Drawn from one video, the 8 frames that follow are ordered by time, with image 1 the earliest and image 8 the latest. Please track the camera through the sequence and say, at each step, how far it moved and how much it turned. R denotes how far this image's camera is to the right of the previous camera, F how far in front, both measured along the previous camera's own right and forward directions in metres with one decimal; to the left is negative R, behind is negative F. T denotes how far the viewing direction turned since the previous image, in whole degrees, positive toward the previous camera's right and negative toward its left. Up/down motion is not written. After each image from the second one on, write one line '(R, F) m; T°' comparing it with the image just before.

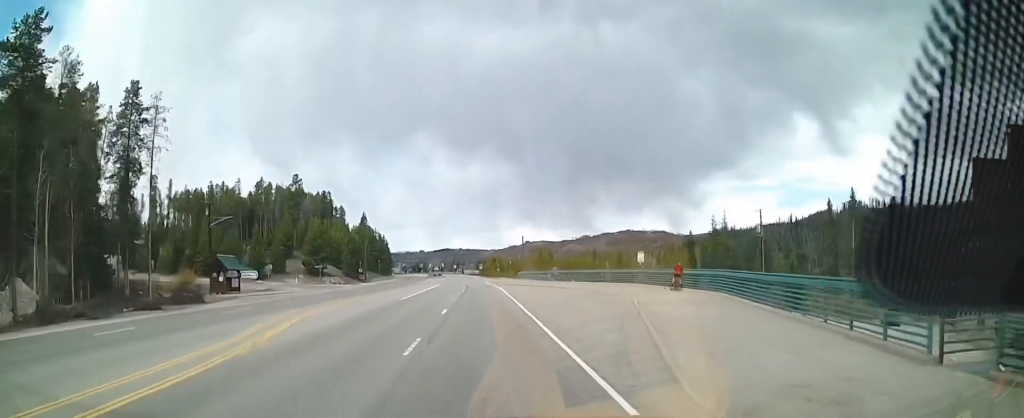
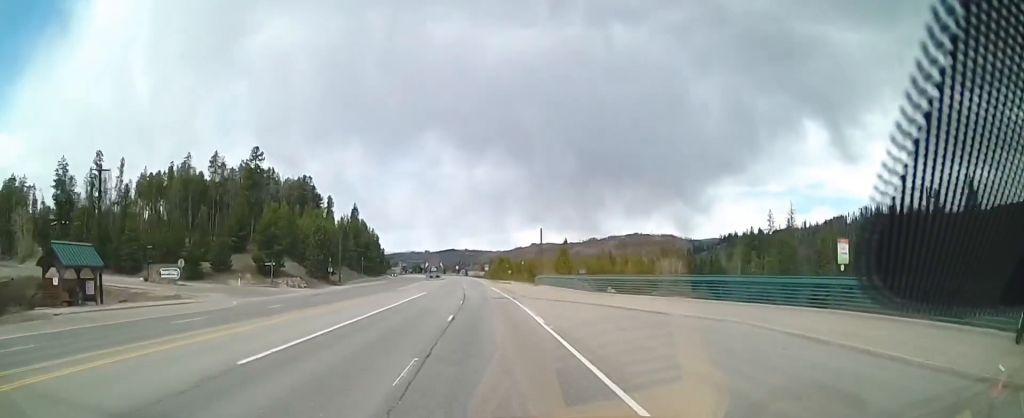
(+0.1, +26.5) m; -1°
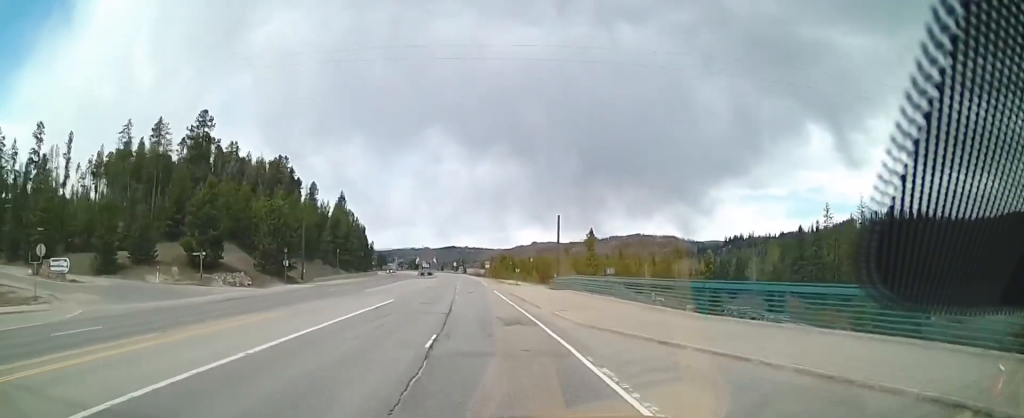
(-0.2, +20.7) m; -1°
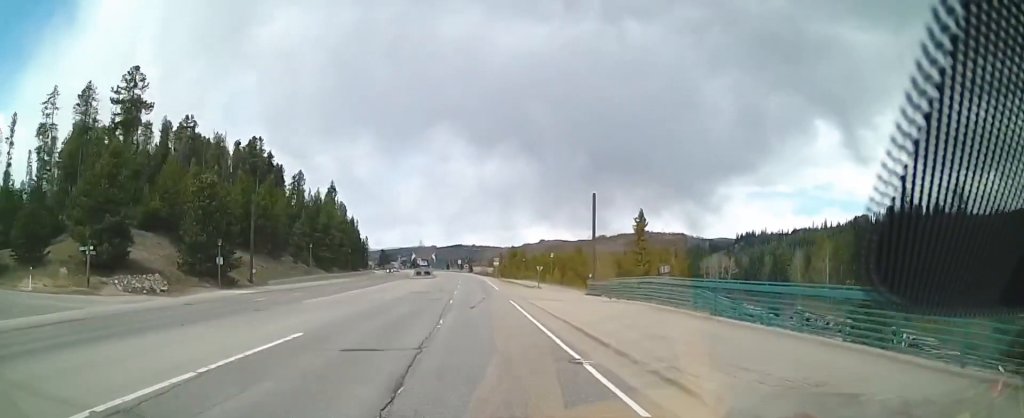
(0.0, +20.0) m; 0°
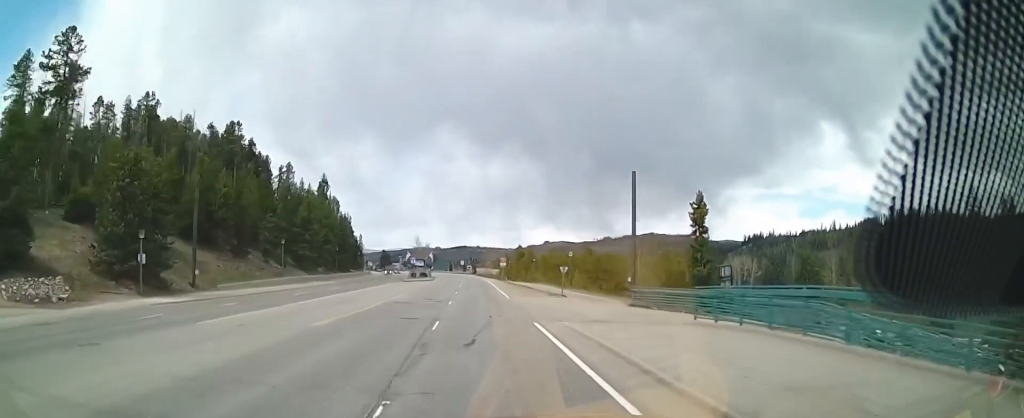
(0.0, +13.2) m; -1°
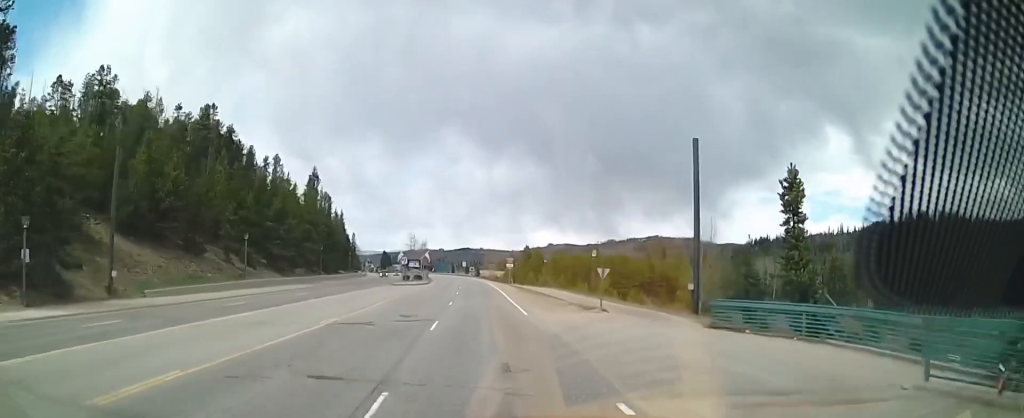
(0.0, +11.9) m; -1°
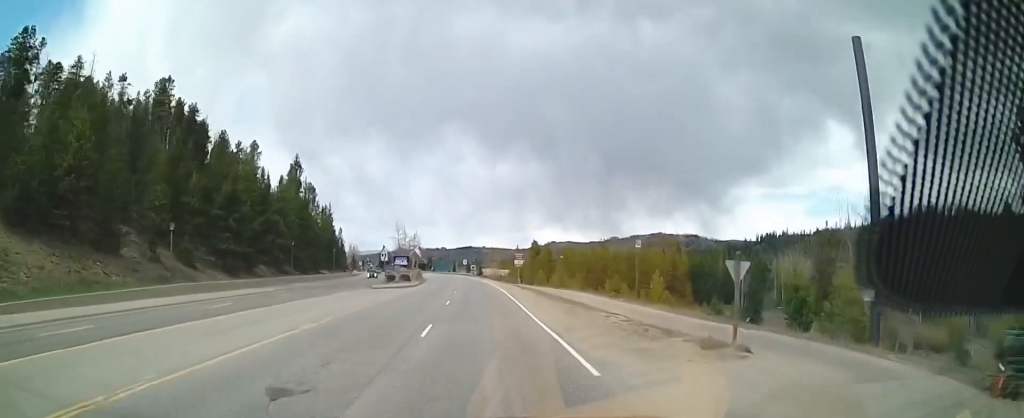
(-0.3, +14.7) m; -1°
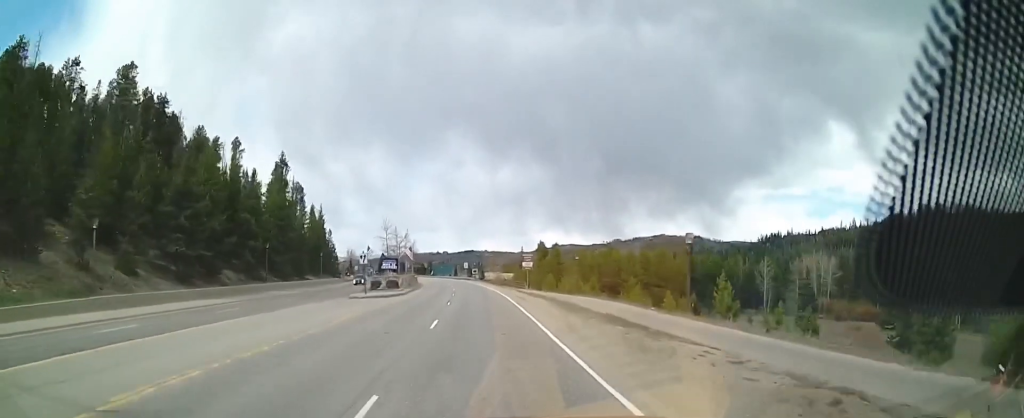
(0.0, +9.8) m; 0°
